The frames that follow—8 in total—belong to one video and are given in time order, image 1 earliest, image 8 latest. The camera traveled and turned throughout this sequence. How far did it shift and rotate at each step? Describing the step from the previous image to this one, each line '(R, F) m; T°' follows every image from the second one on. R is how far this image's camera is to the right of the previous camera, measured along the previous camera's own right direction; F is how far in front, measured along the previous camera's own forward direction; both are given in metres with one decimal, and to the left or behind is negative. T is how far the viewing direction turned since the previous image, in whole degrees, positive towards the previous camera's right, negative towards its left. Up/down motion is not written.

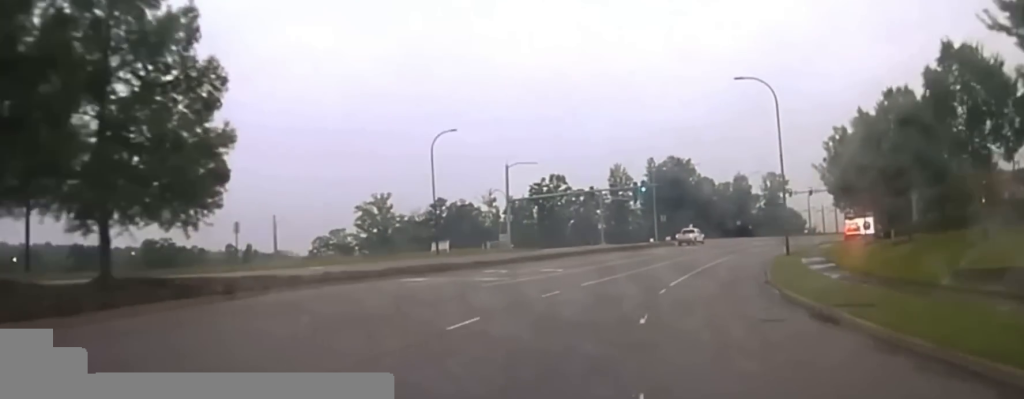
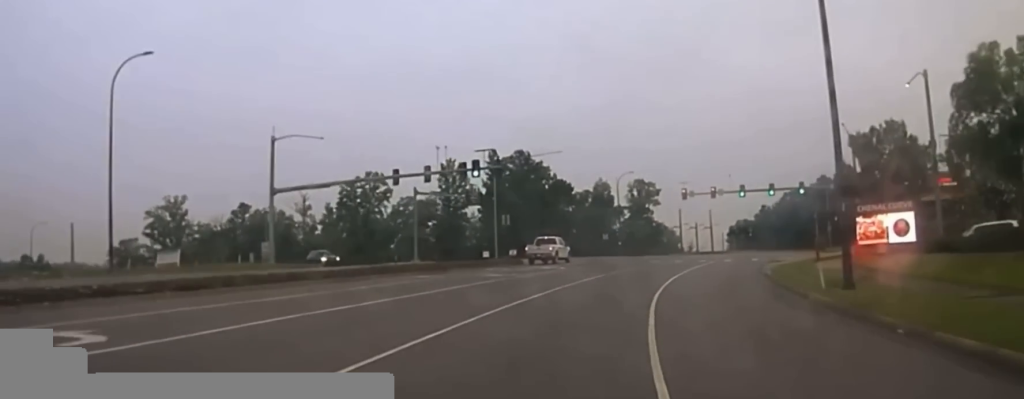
(+4.4, +38.7) m; +12°
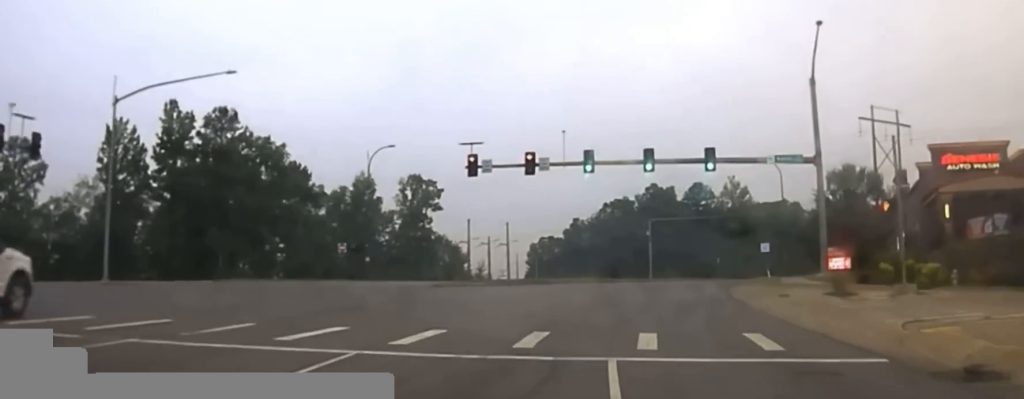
(+4.9, +46.0) m; +11°
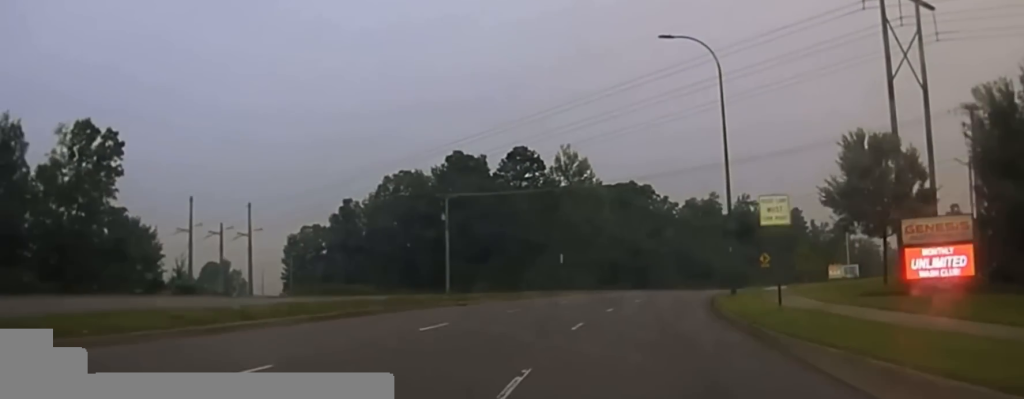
(+5.4, +54.0) m; +13°
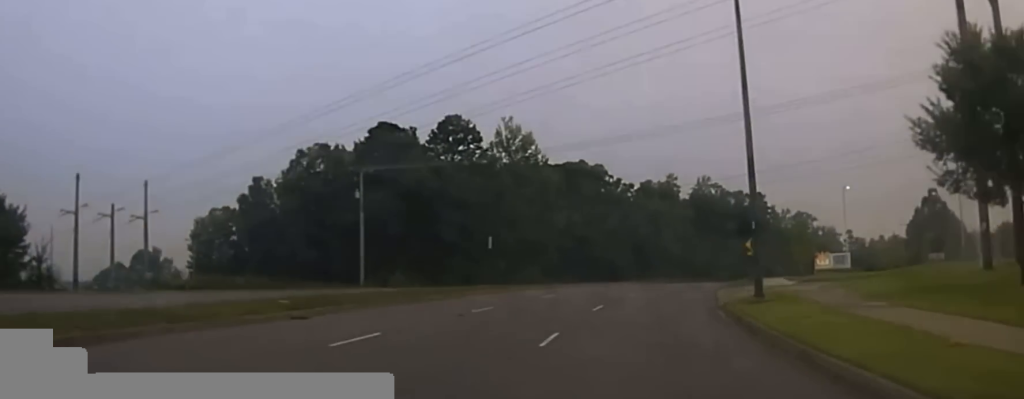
(+1.0, +19.6) m; +4°
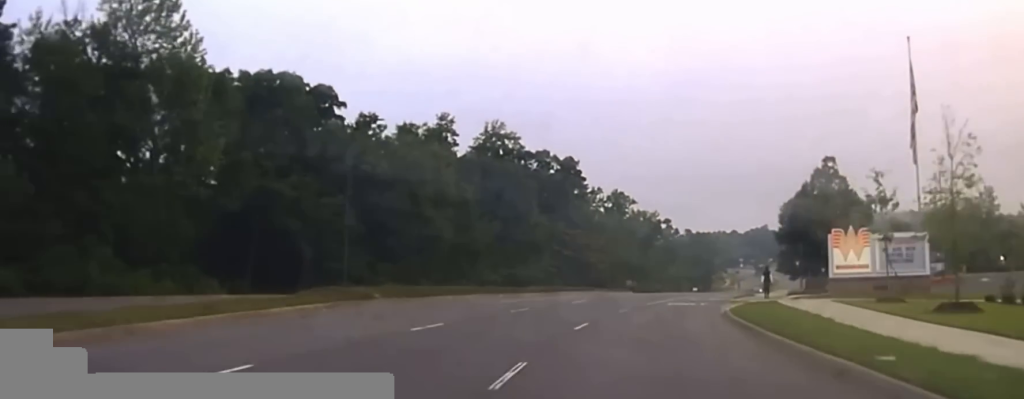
(+7.3, +73.4) m; +8°
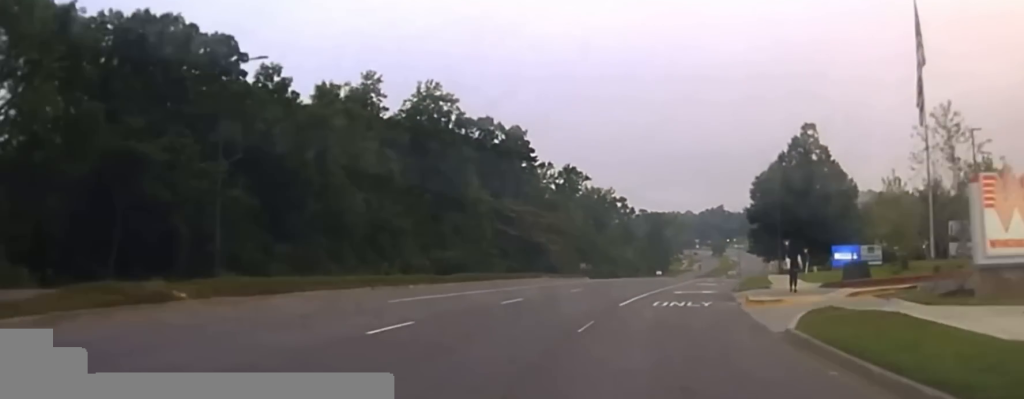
(-0.4, +20.2) m; +2°
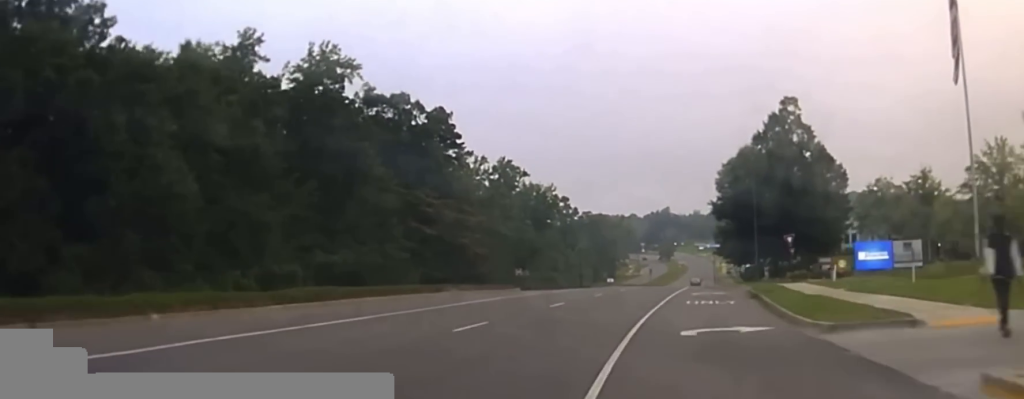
(+0.1, +24.6) m; +3°
